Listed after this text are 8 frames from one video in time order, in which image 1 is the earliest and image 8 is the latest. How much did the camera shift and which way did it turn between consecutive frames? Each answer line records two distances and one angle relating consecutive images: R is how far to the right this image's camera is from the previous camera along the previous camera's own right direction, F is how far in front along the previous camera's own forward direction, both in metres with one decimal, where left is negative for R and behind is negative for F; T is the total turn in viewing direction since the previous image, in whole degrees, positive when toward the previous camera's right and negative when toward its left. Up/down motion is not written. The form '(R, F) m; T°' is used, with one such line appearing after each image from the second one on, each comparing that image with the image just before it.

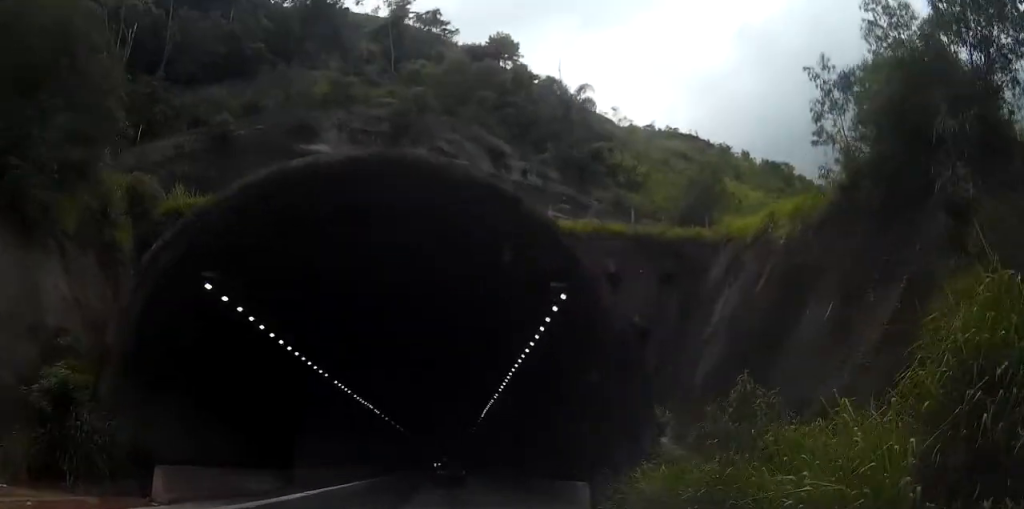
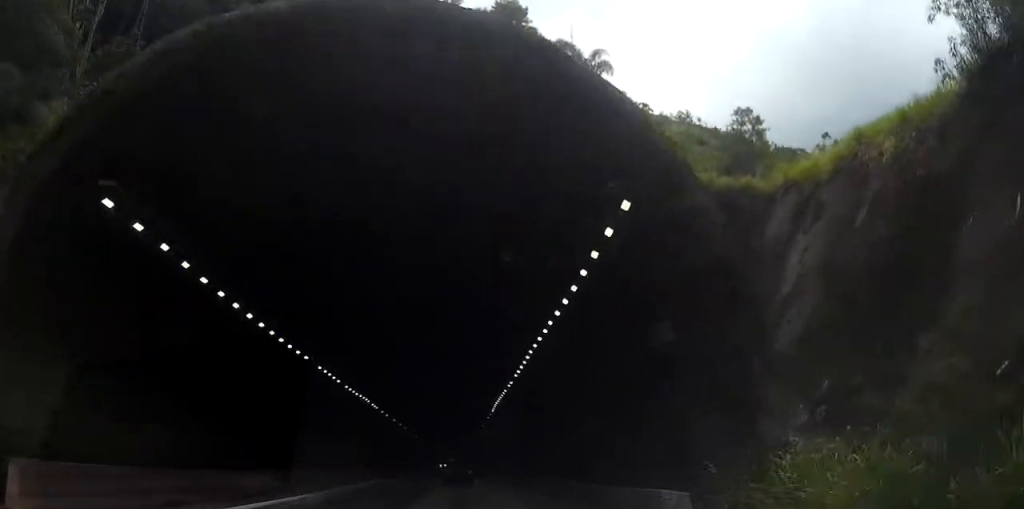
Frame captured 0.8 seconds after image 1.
(-0.1, +6.1) m; -1°
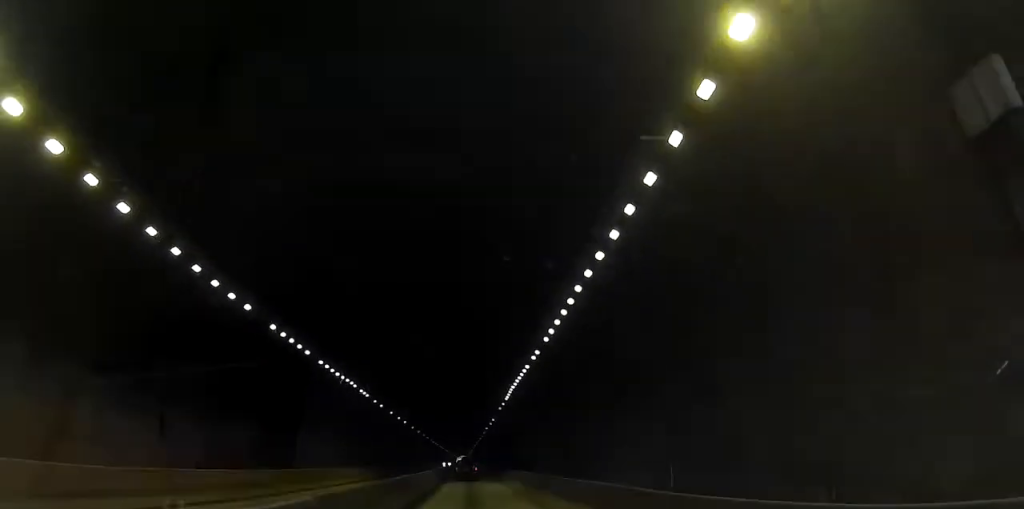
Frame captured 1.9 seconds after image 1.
(-0.1, +8.7) m; 0°
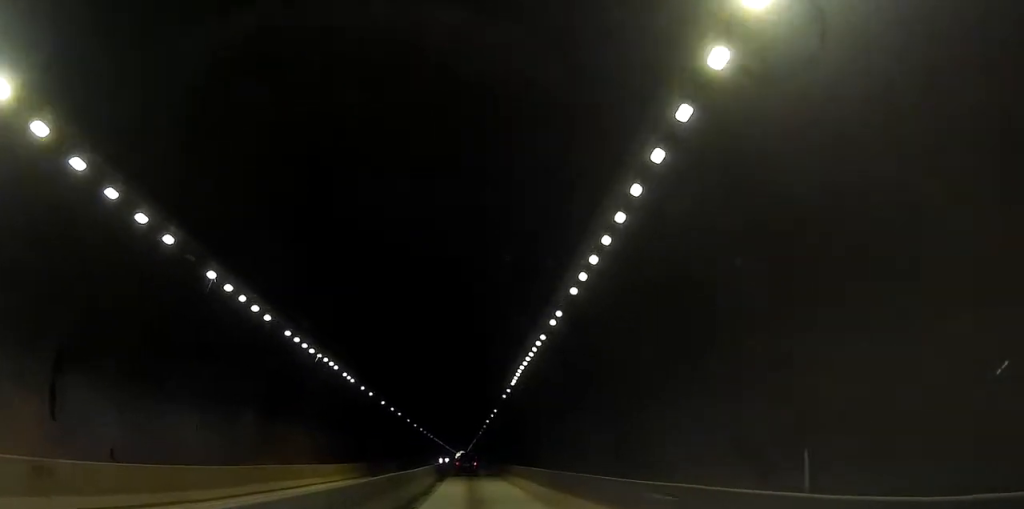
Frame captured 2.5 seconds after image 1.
(+0.1, +5.2) m; -1°
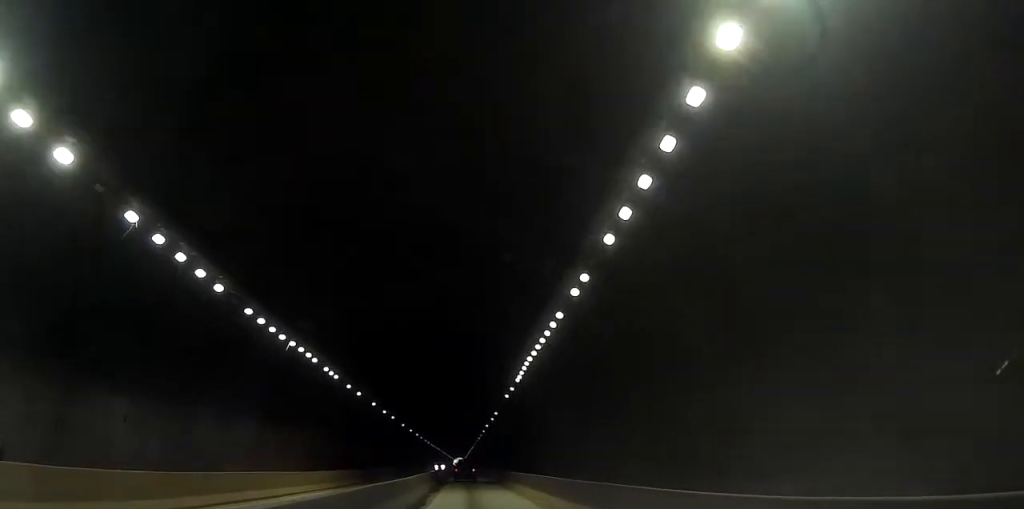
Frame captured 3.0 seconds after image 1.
(+0.1, +3.9) m; -1°
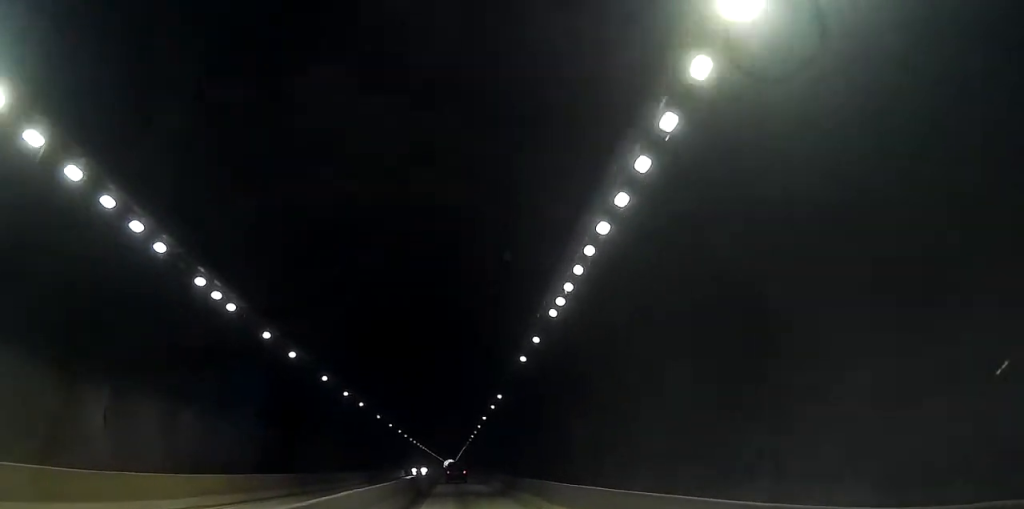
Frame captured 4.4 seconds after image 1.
(-0.5, +11.9) m; -3°
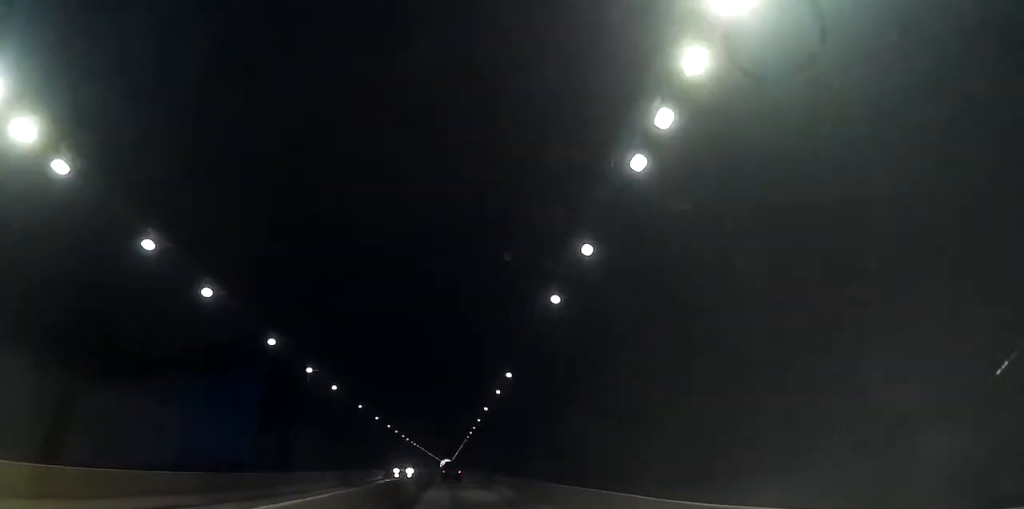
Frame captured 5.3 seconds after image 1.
(0.0, +6.8) m; -1°
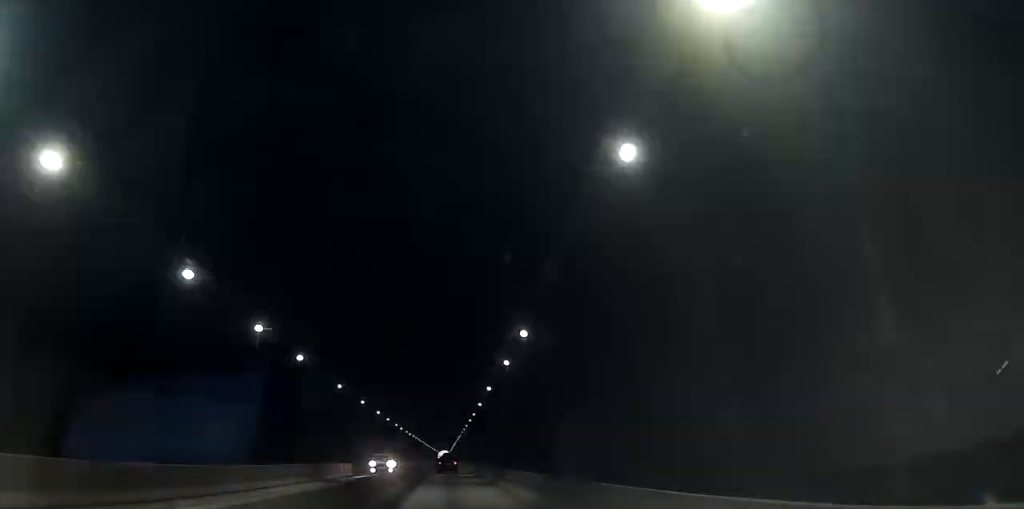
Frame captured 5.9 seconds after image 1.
(0.0, +5.4) m; -1°
